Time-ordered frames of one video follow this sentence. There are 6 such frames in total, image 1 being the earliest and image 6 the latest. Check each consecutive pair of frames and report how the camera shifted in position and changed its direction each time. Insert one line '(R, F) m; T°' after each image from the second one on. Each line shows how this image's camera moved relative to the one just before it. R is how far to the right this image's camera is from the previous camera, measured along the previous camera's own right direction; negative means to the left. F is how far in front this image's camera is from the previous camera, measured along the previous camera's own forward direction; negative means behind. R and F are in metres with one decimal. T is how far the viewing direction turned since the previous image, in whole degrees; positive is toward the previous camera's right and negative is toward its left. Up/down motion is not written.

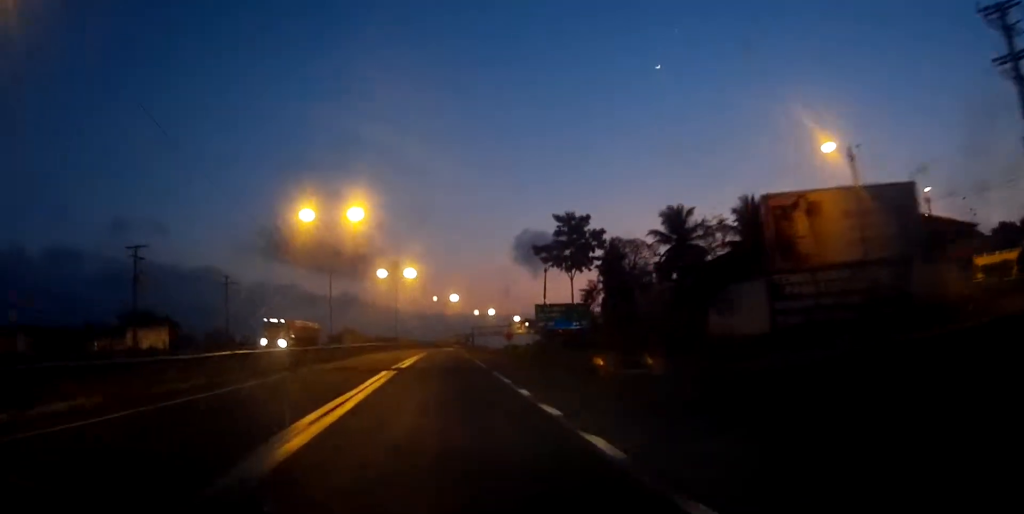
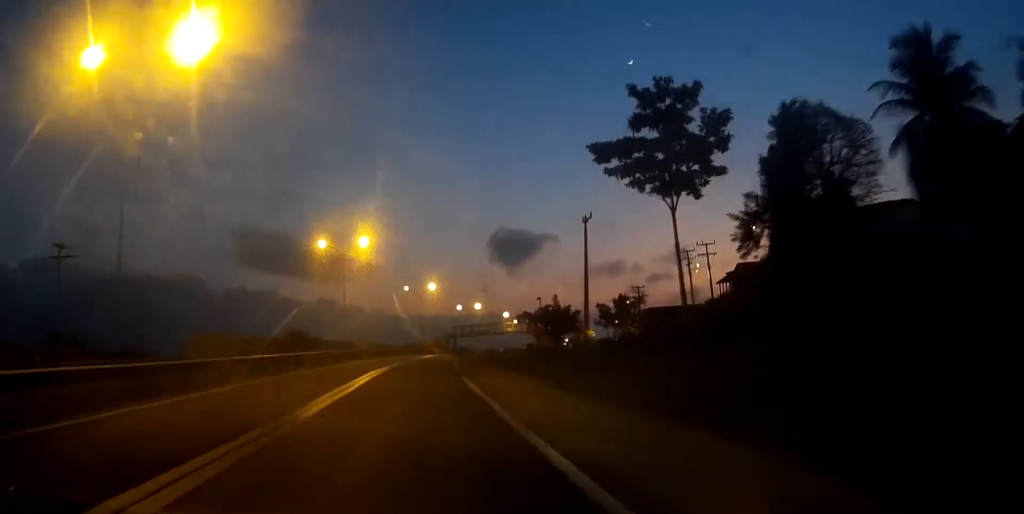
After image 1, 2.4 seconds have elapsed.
(+0.5, +38.9) m; +1°
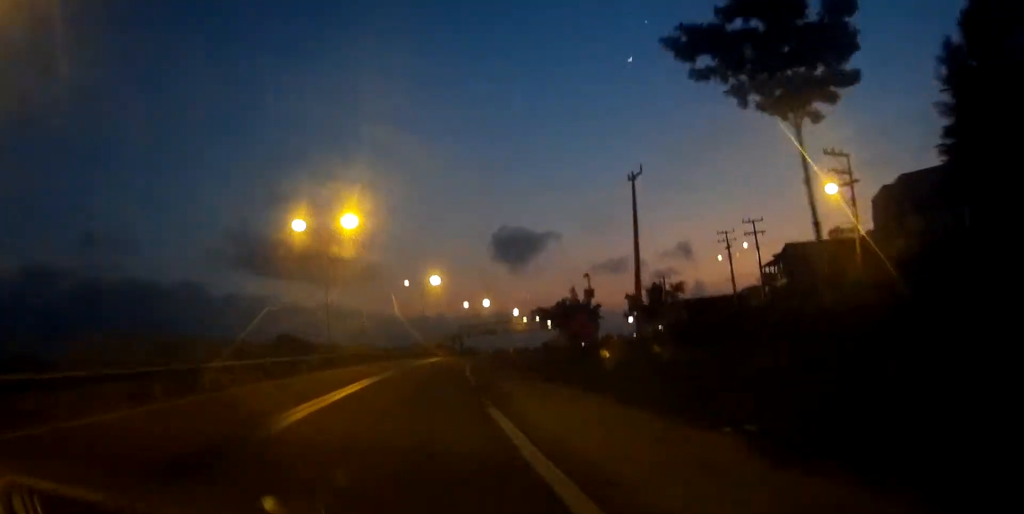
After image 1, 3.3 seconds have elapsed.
(-0.2, +13.5) m; 0°
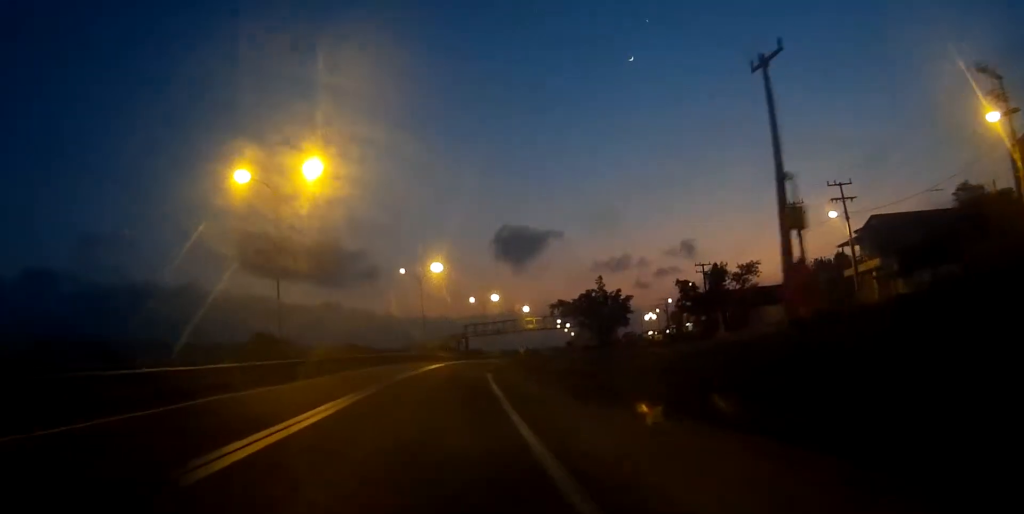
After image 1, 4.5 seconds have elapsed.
(+0.1, +18.4) m; +1°
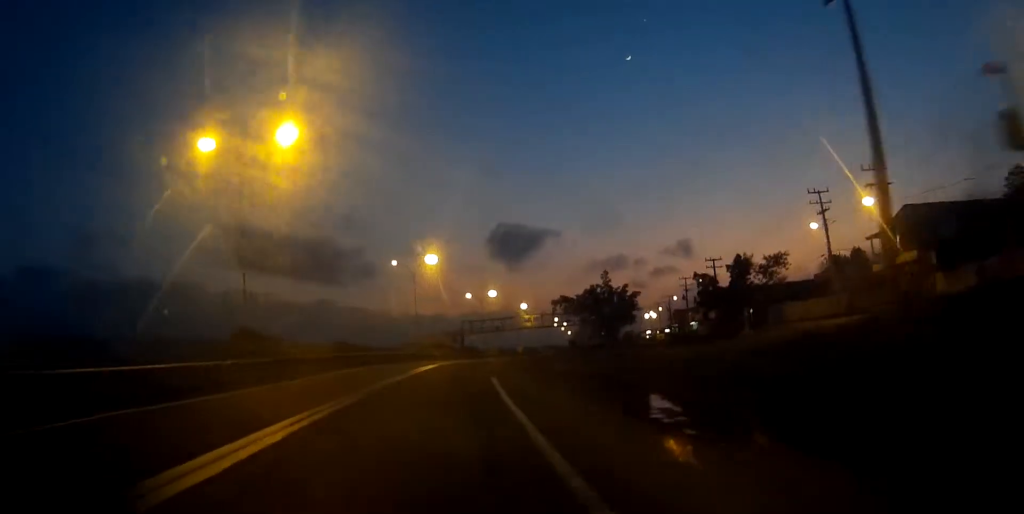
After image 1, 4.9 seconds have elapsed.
(+0.1, +6.4) m; 0°
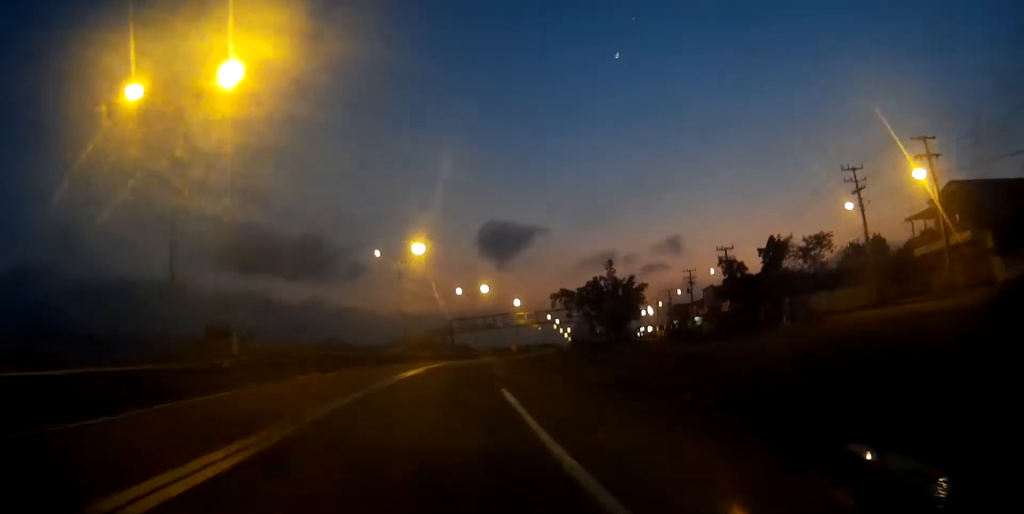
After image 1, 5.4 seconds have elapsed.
(0.0, +8.5) m; +1°
